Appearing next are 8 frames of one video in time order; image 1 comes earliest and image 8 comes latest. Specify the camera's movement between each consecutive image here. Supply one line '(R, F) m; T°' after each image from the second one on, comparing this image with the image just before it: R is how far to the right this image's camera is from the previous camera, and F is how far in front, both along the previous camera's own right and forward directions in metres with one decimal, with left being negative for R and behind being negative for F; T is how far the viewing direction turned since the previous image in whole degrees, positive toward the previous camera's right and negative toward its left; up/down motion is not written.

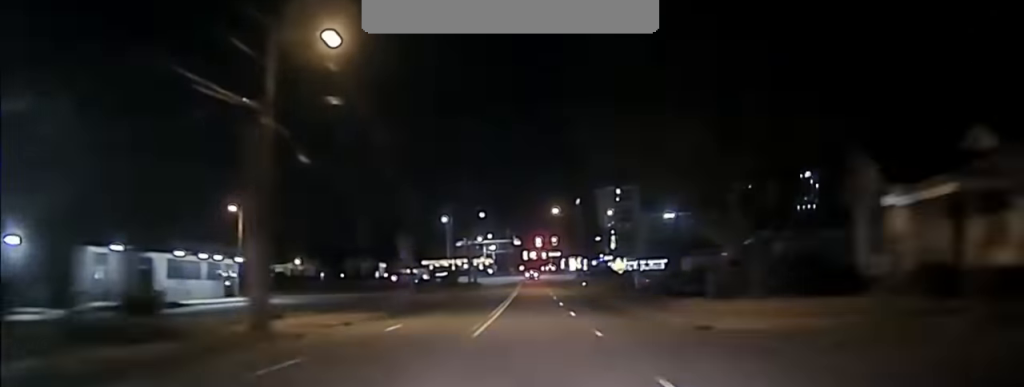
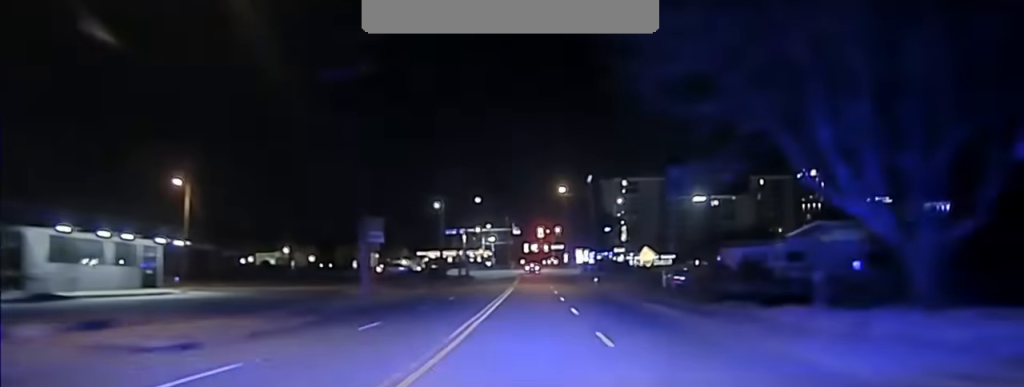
(0.0, +13.4) m; 0°
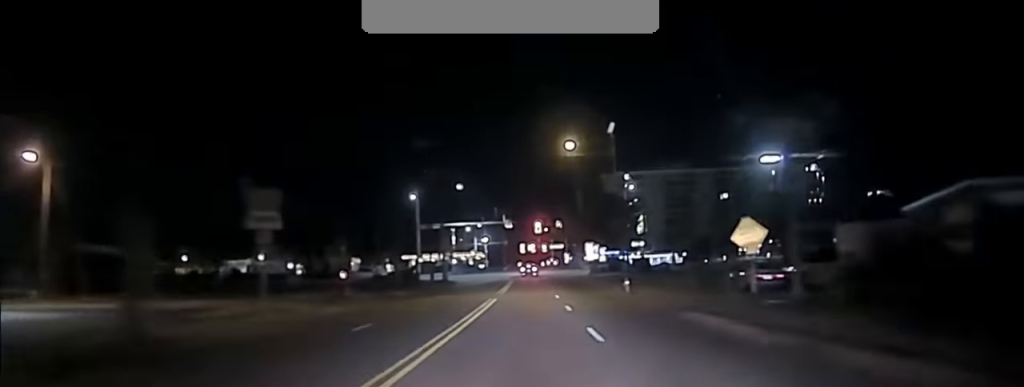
(0.0, +22.7) m; 0°
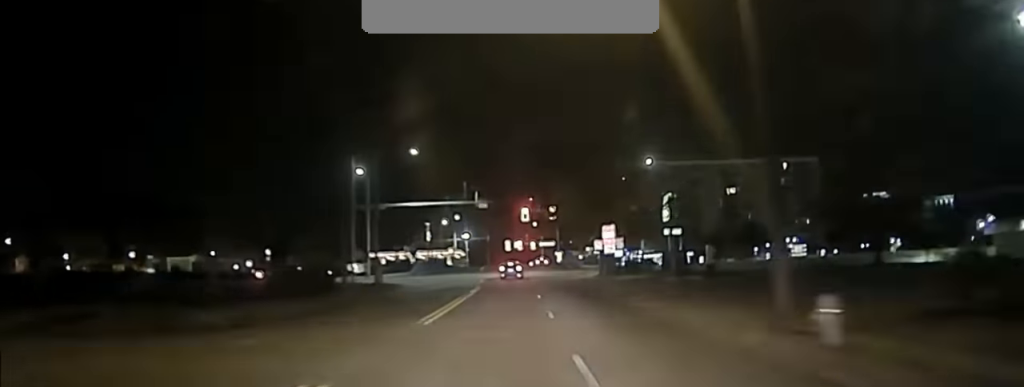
(+0.1, +29.2) m; +1°
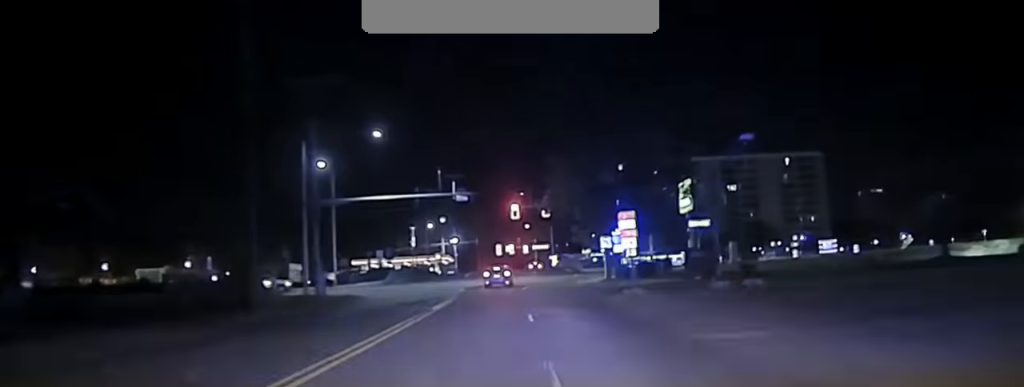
(+0.1, +12.2) m; +1°
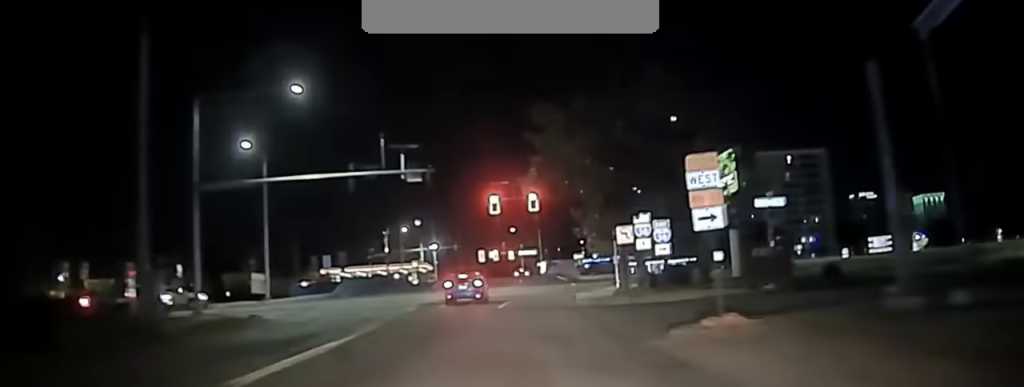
(+0.3, +17.6) m; 0°
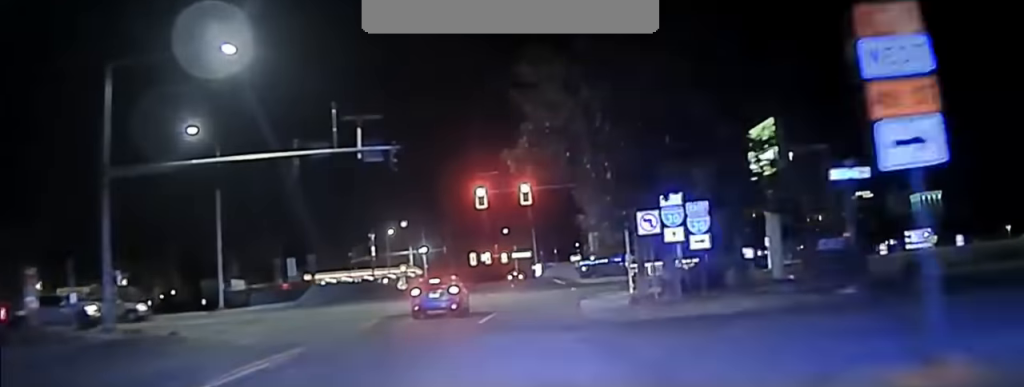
(-0.1, +8.1) m; 0°
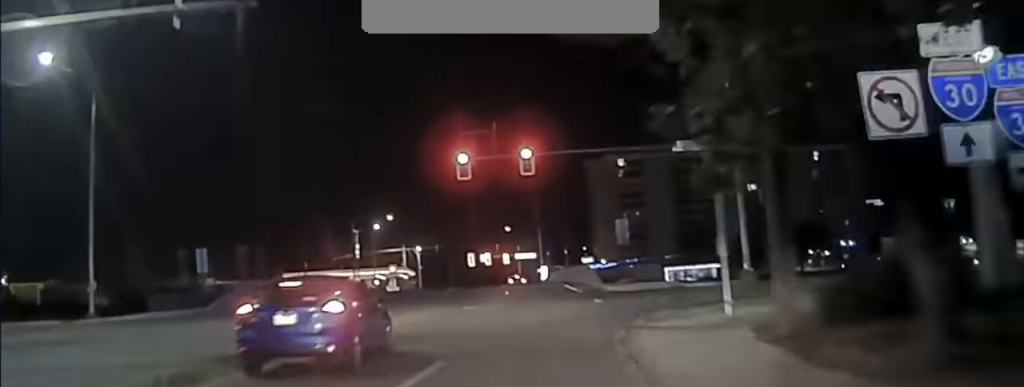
(0.0, +17.0) m; +1°
